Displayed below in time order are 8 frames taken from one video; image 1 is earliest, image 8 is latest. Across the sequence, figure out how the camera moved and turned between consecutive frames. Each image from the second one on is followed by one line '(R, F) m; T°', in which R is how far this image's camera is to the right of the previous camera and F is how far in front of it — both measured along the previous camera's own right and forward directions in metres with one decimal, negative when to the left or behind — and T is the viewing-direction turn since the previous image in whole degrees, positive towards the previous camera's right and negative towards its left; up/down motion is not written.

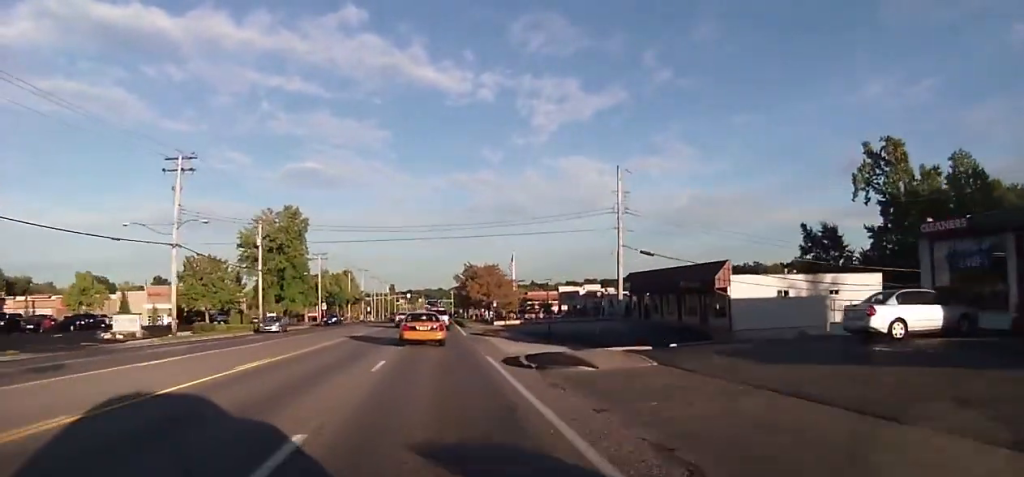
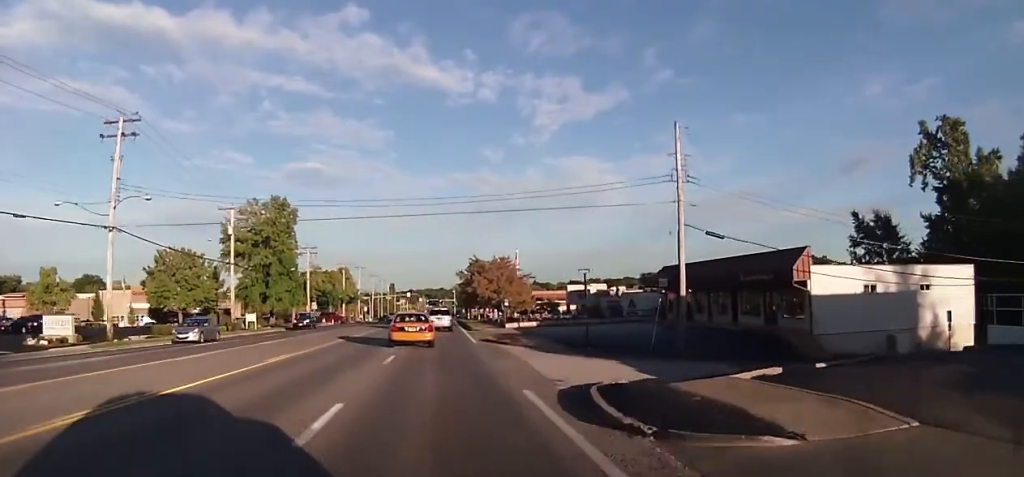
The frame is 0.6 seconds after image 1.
(0.0, +9.7) m; -1°
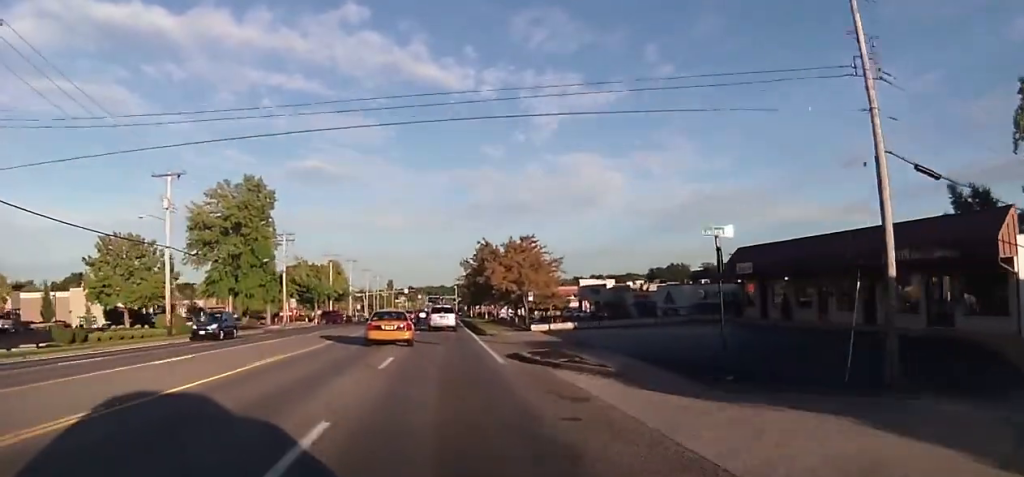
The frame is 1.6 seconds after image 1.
(-0.4, +14.1) m; 0°
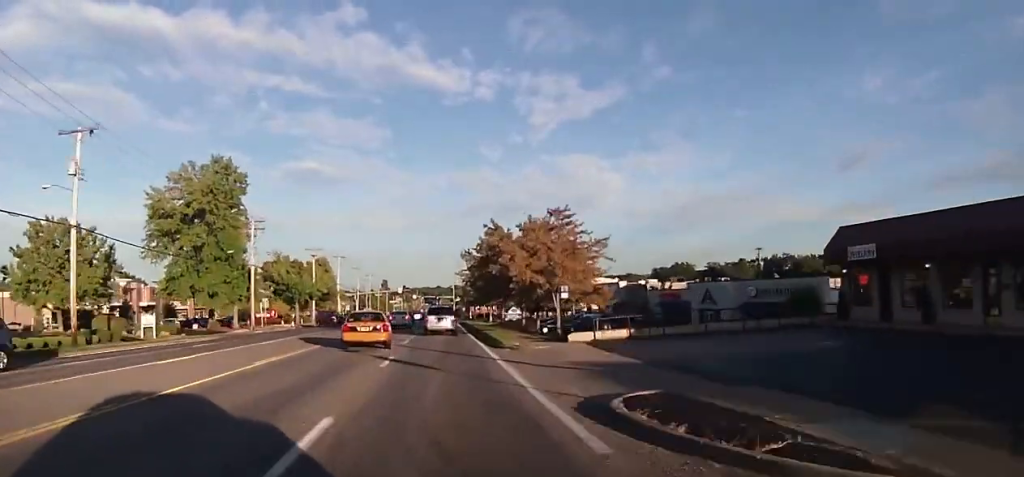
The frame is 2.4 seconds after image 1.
(+0.4, +12.1) m; +2°
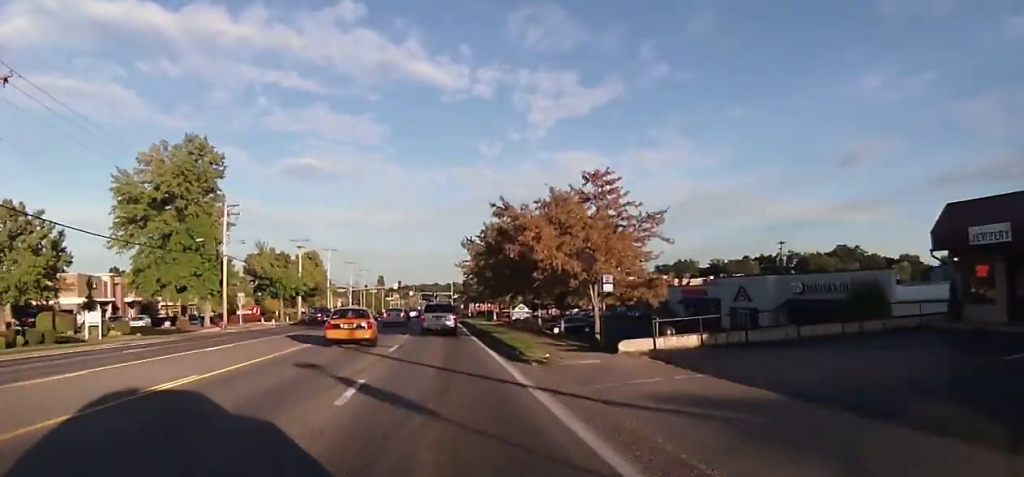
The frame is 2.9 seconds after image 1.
(+0.1, +8.3) m; 0°
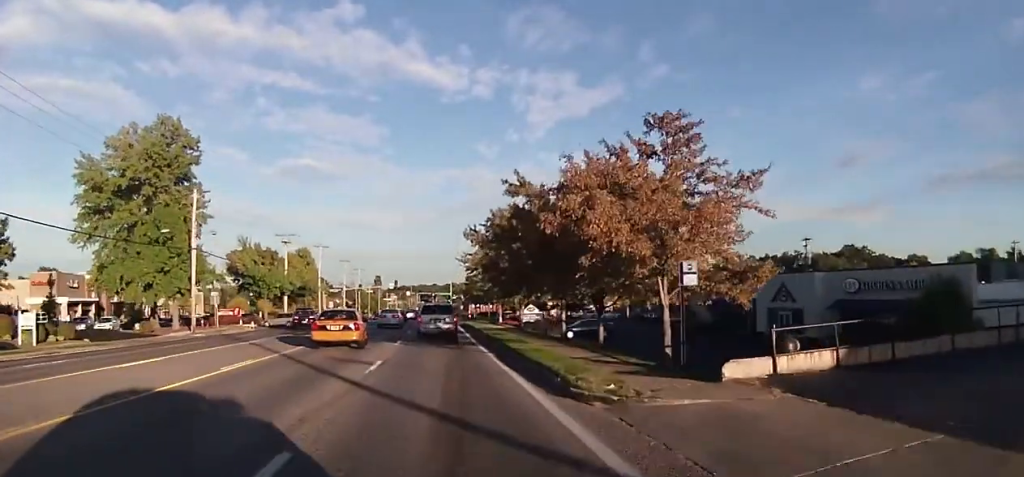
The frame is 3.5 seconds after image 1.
(+0.1, +8.2) m; 0°
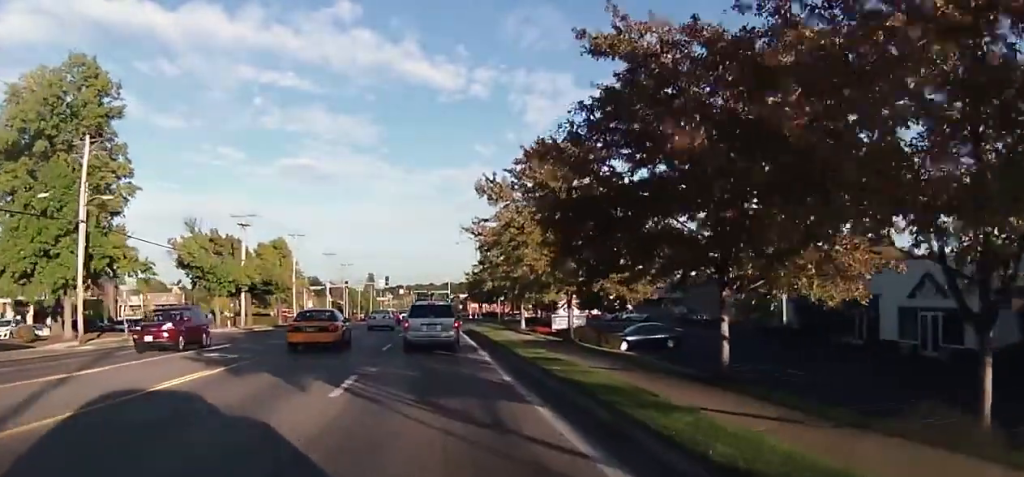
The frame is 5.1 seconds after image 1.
(0.0, +18.9) m; +2°
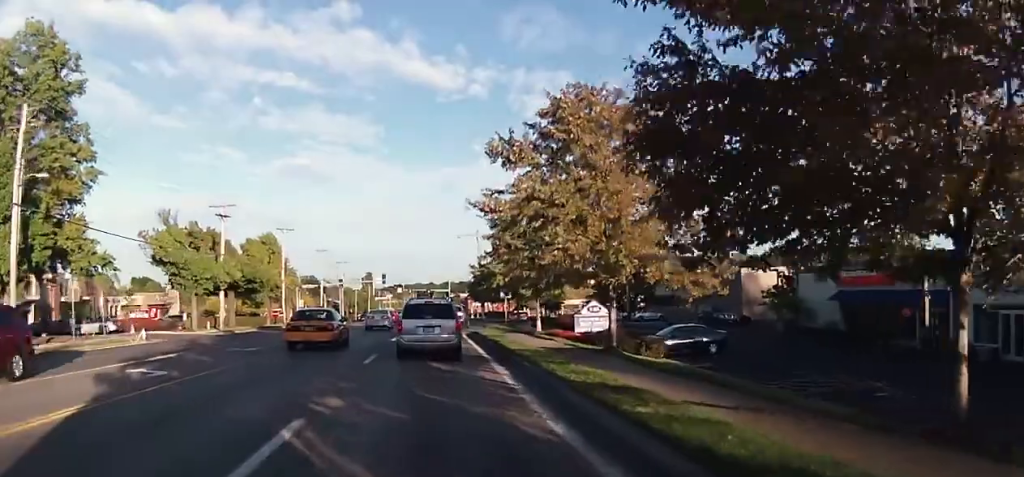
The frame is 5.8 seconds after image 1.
(+0.1, +7.3) m; +1°
